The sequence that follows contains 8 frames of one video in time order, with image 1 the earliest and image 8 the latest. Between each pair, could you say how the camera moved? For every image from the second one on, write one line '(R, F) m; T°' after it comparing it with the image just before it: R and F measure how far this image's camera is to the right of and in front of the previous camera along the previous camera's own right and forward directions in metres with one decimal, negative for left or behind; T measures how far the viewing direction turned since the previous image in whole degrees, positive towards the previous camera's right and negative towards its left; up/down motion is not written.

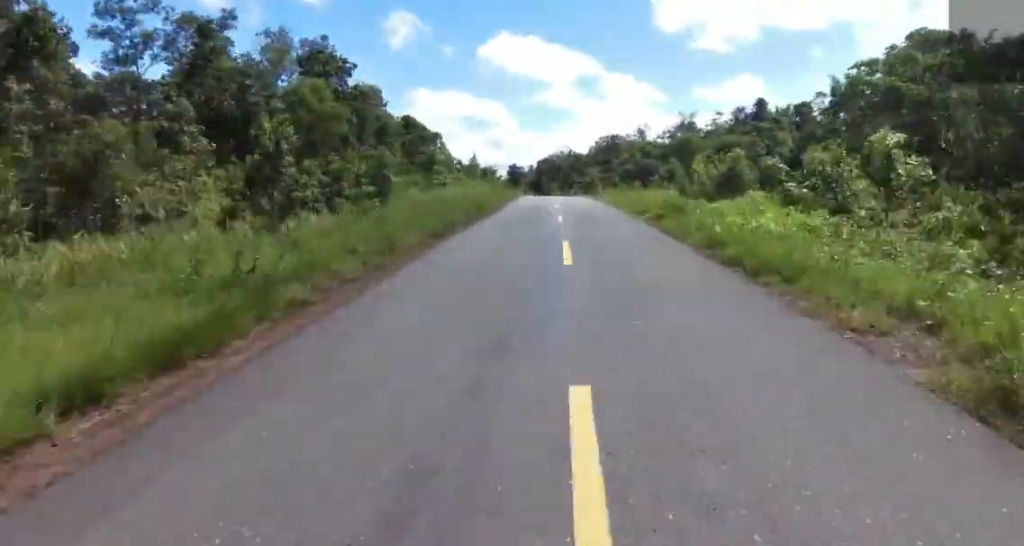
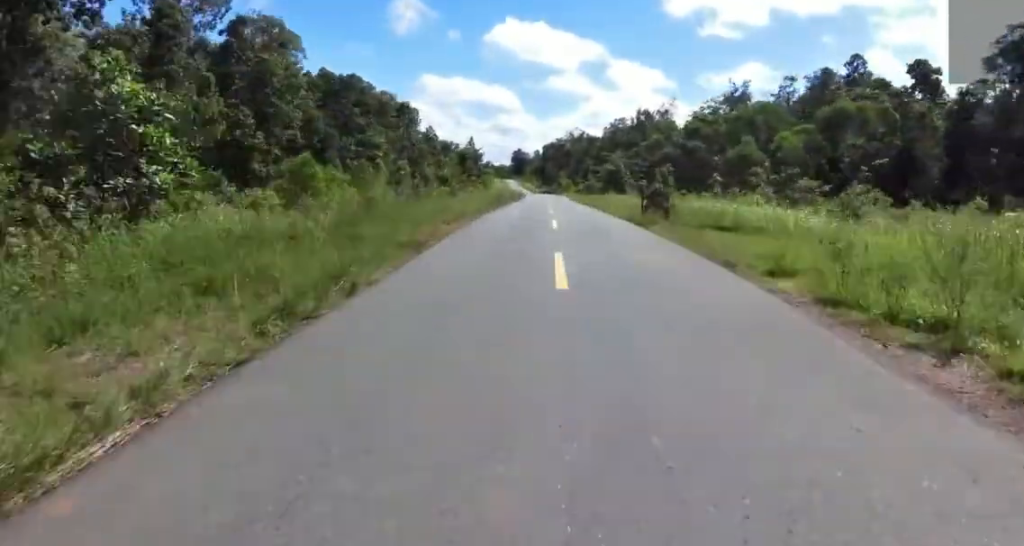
(-1.0, +39.2) m; -5°
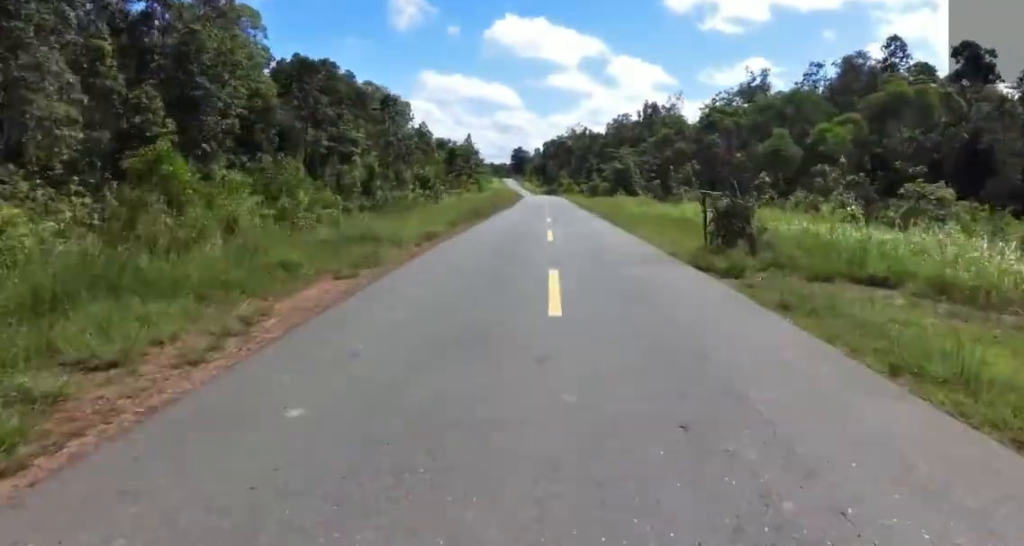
(-0.3, +11.2) m; -1°
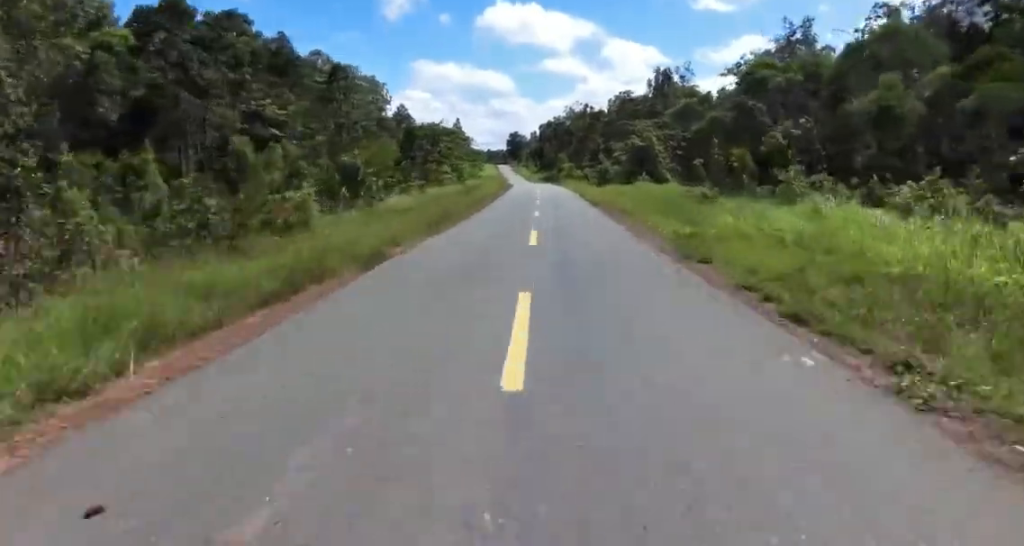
(-0.4, +19.5) m; -1°
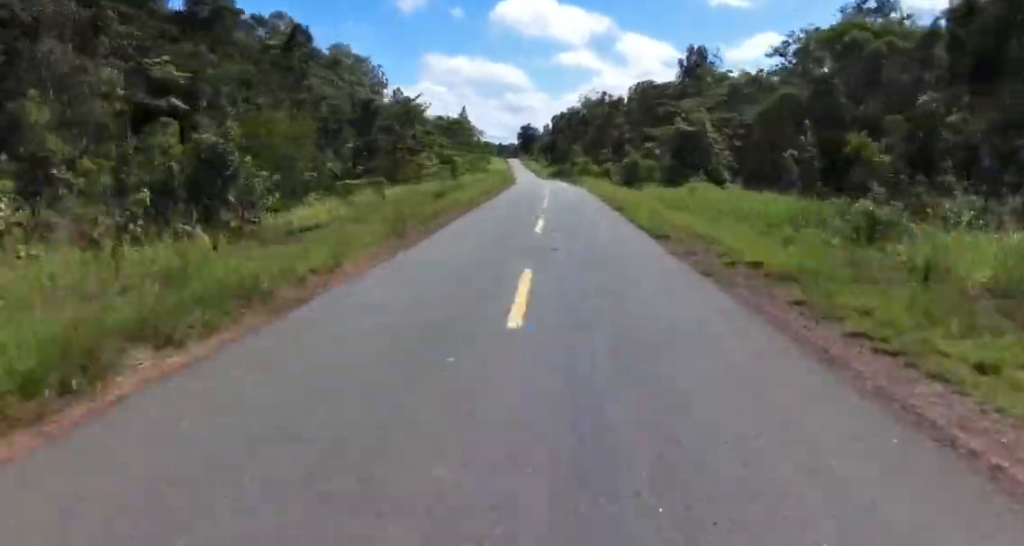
(0.0, +16.2) m; 0°
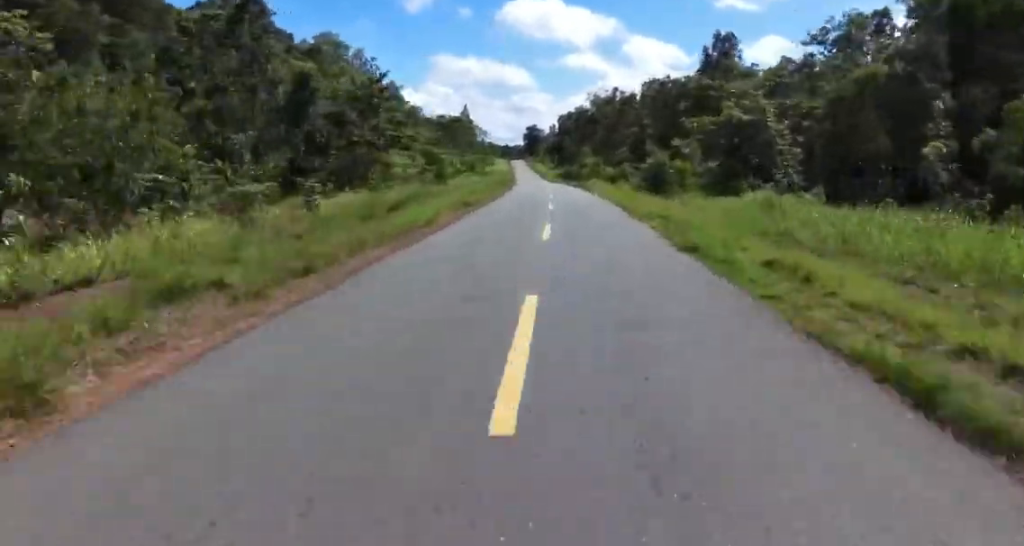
(0.0, +12.0) m; 0°
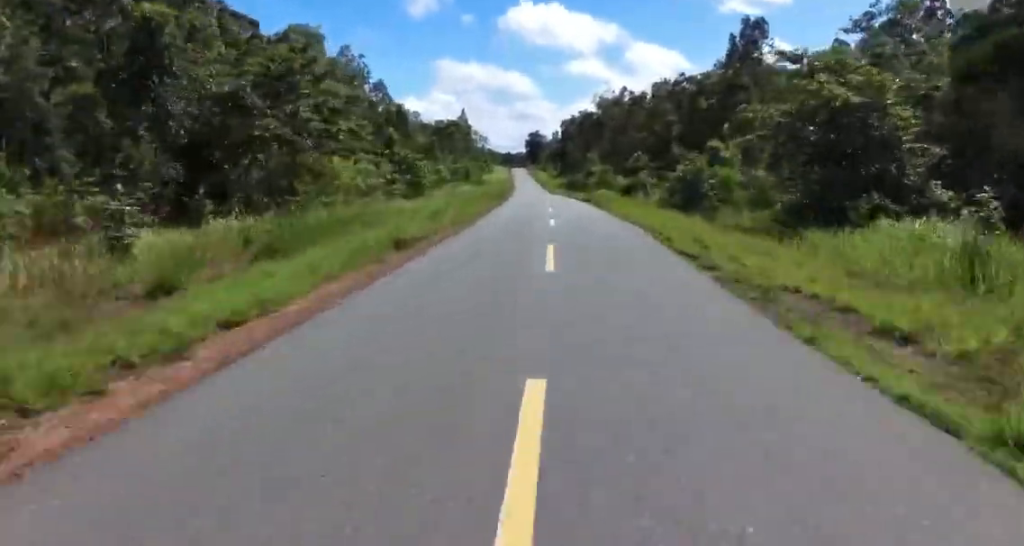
(0.0, +11.2) m; 0°
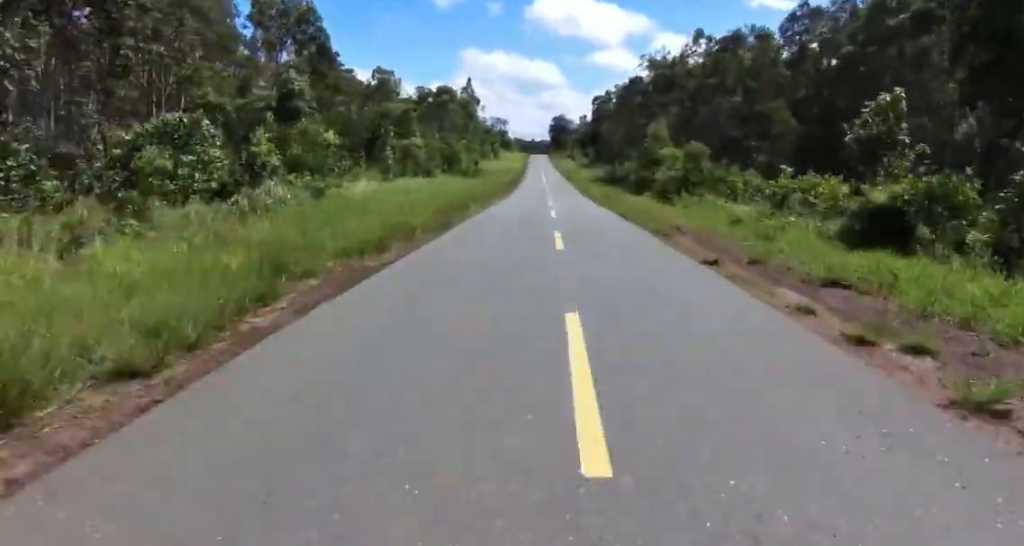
(+0.7, +41.2) m; +1°
